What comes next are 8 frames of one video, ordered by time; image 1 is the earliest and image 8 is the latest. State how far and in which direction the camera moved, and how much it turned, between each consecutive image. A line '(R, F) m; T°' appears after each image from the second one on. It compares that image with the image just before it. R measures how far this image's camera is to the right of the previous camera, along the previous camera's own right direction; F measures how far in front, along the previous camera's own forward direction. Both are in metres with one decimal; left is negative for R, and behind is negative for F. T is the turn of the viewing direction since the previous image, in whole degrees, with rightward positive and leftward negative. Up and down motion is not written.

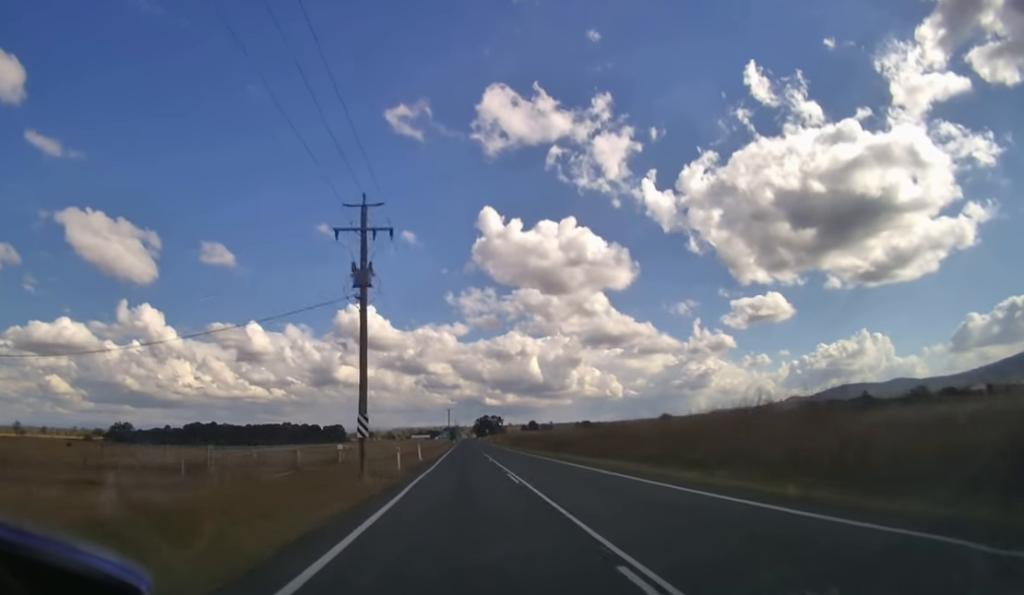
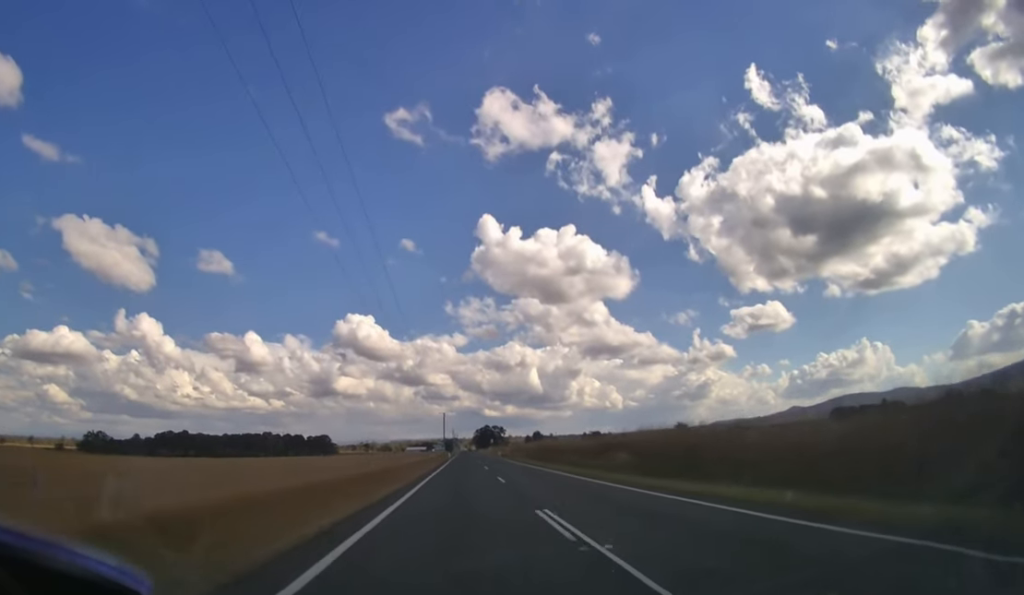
(0.0, +26.5) m; 0°
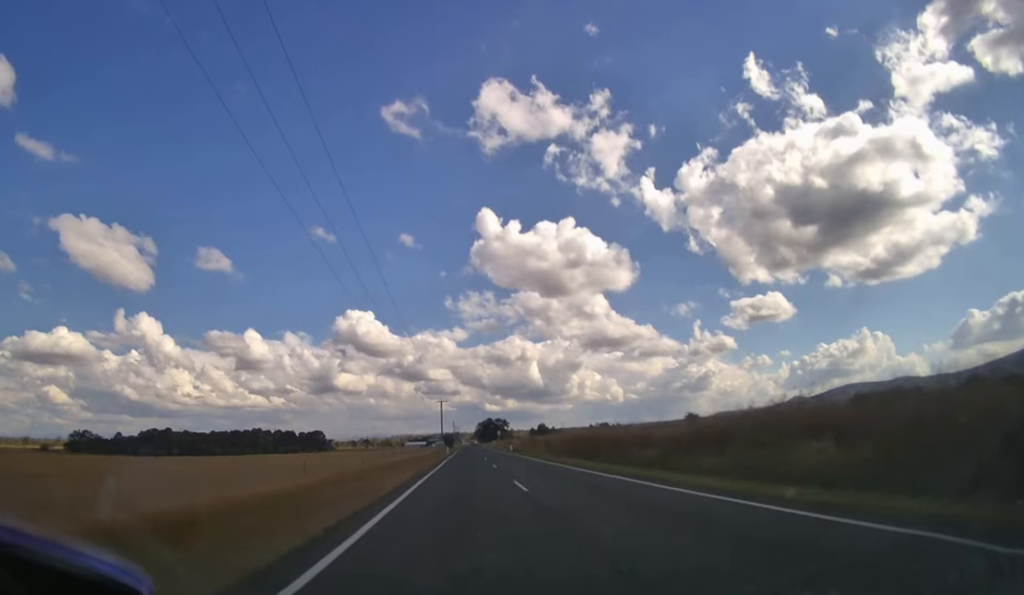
(0.0, +16.9) m; 0°
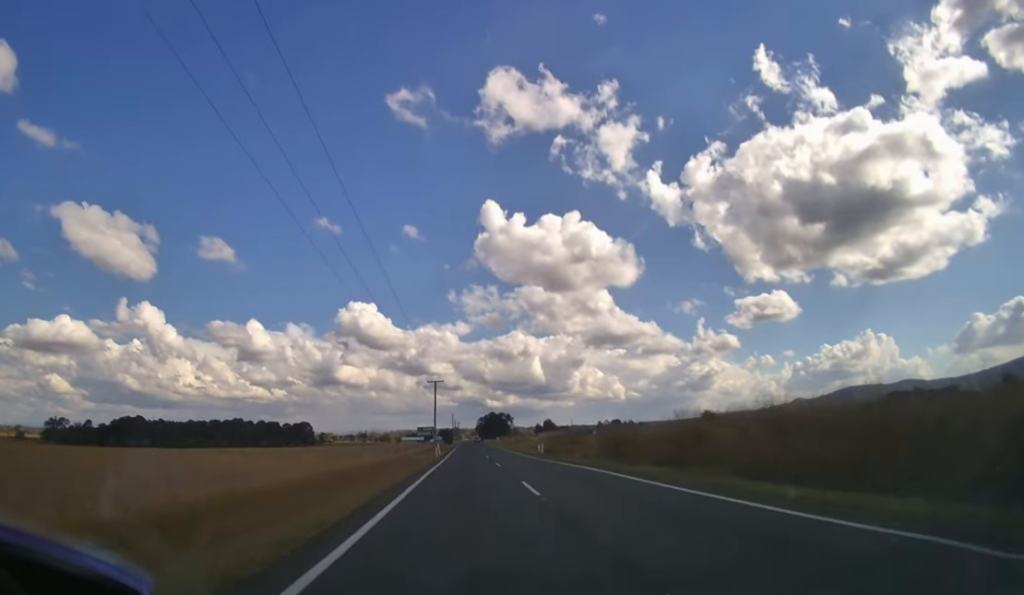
(0.0, +24.6) m; 0°
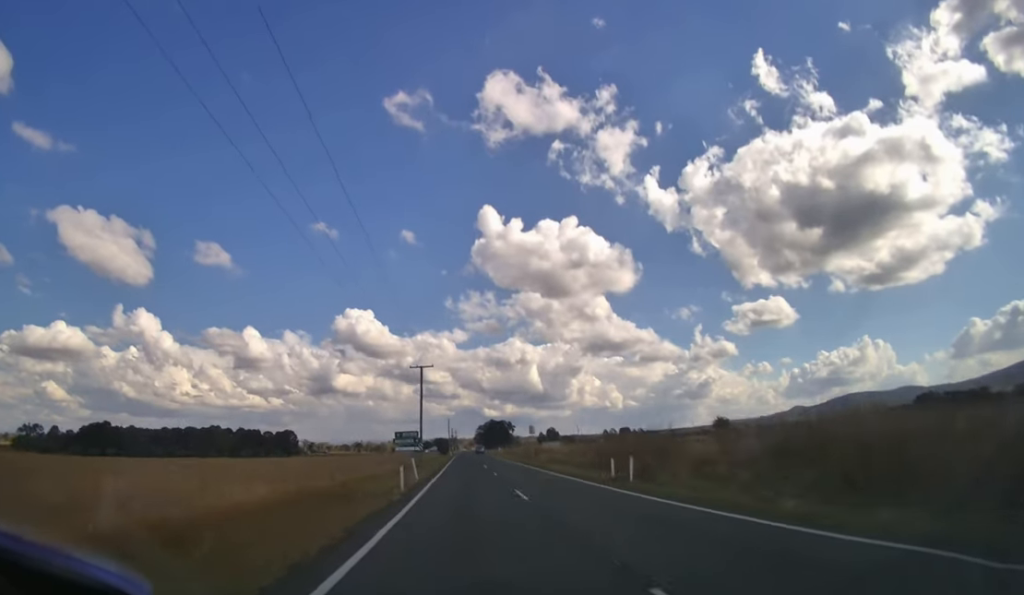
(0.0, +21.8) m; 0°
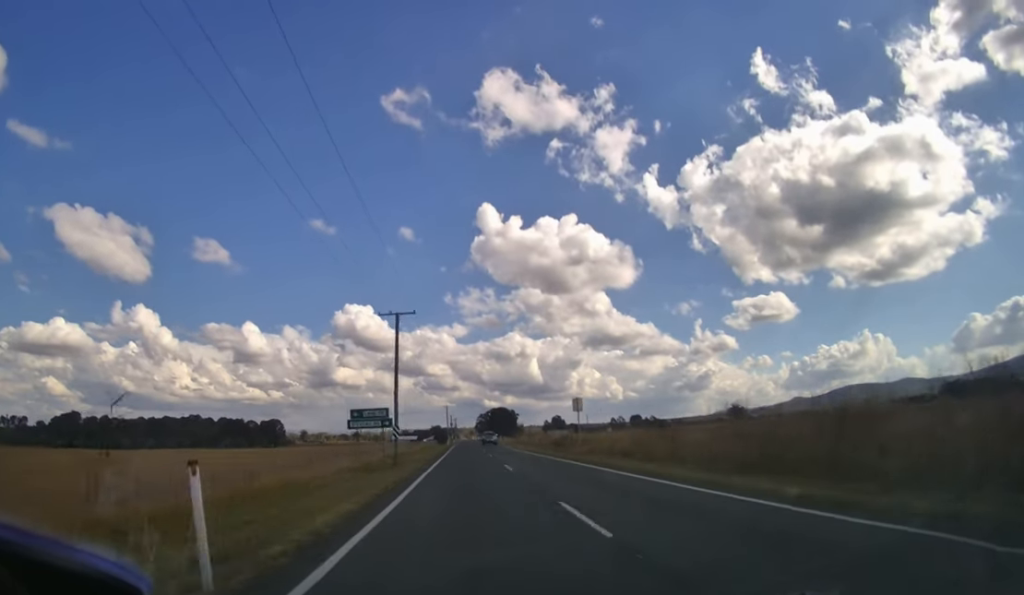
(0.0, +20.0) m; 0°
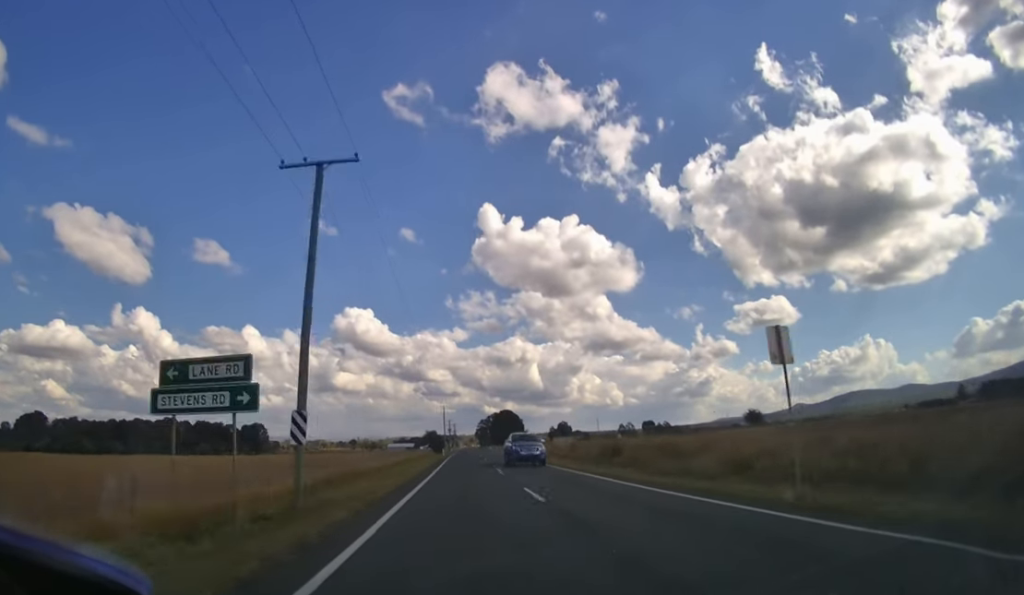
(0.0, +22.3) m; 0°
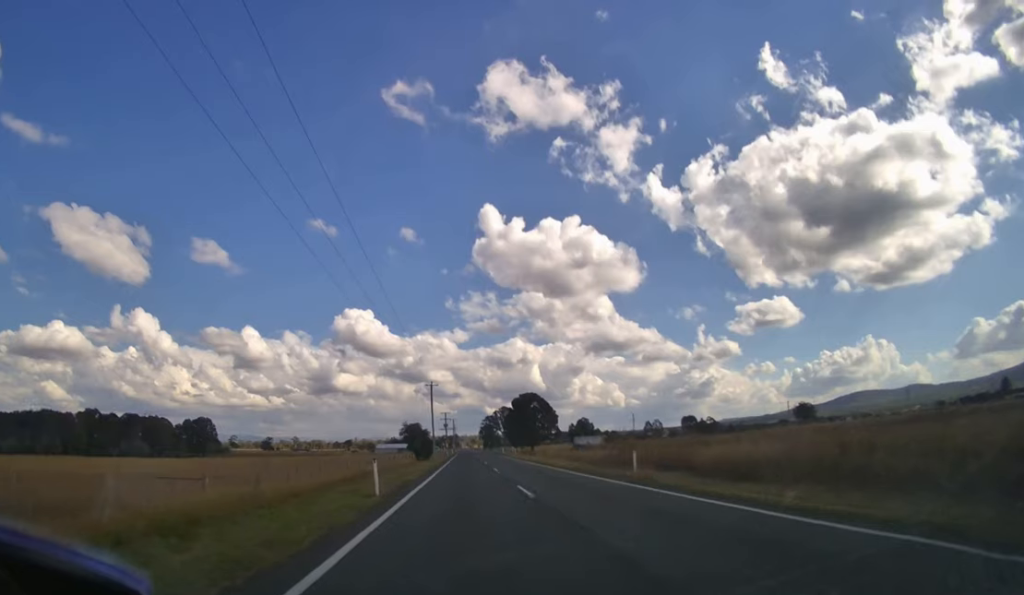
(-0.1, +56.4) m; 0°
